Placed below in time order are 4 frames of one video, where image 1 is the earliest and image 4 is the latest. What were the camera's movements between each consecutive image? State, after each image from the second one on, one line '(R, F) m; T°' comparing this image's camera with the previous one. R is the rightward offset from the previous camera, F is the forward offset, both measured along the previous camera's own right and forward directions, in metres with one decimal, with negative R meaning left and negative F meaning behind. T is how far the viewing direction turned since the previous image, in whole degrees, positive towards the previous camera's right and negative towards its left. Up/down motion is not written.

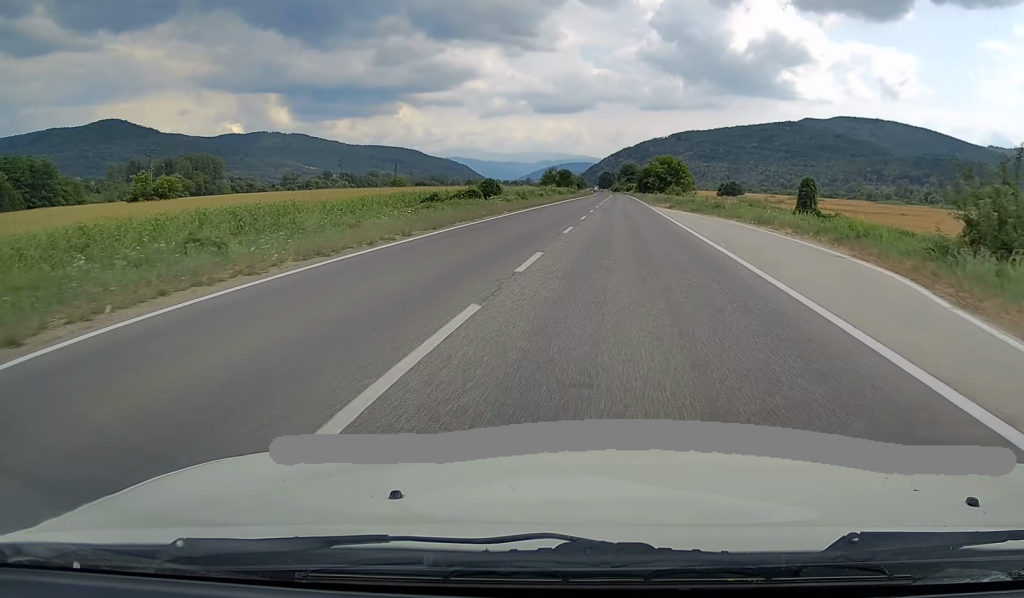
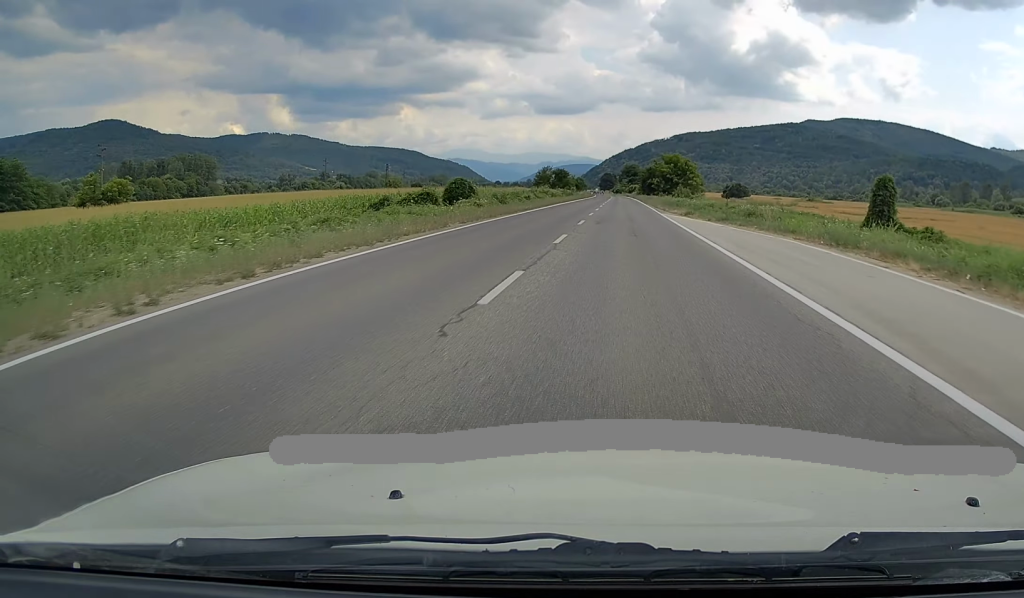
(+0.1, +12.3) m; 0°
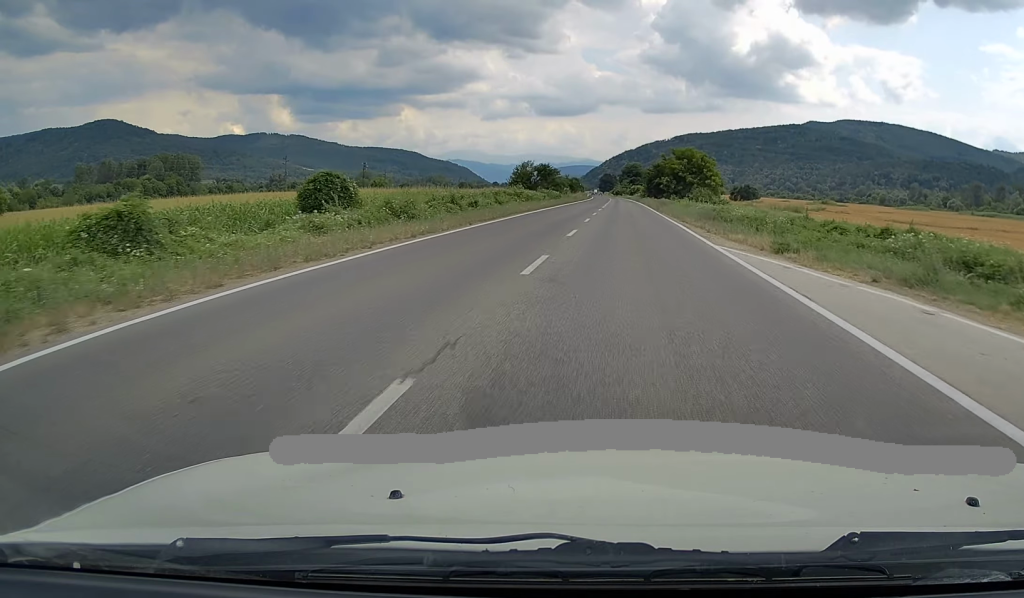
(0.0, +24.4) m; 0°
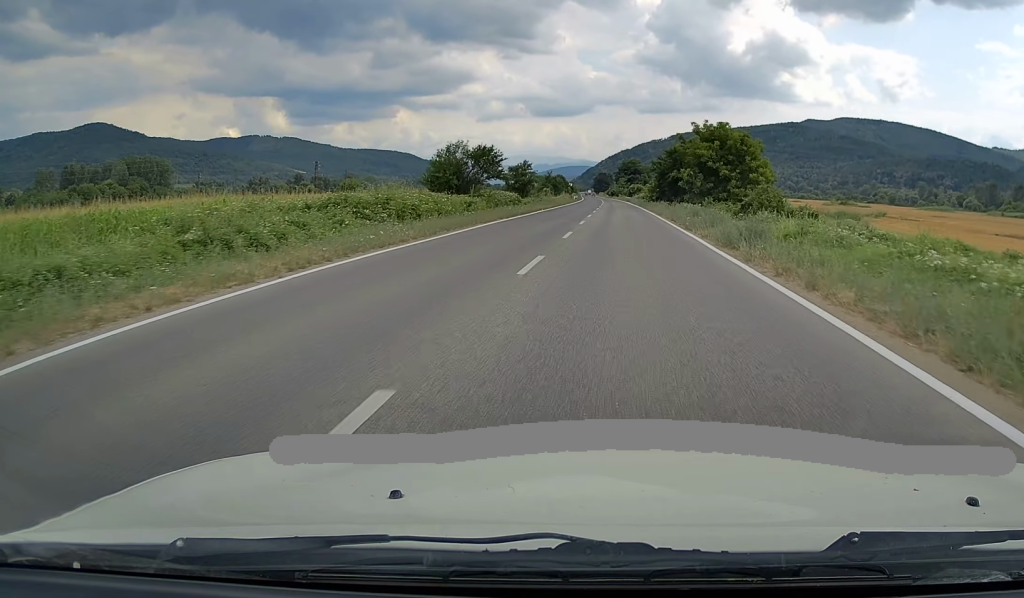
(-0.1, +36.5) m; 0°
